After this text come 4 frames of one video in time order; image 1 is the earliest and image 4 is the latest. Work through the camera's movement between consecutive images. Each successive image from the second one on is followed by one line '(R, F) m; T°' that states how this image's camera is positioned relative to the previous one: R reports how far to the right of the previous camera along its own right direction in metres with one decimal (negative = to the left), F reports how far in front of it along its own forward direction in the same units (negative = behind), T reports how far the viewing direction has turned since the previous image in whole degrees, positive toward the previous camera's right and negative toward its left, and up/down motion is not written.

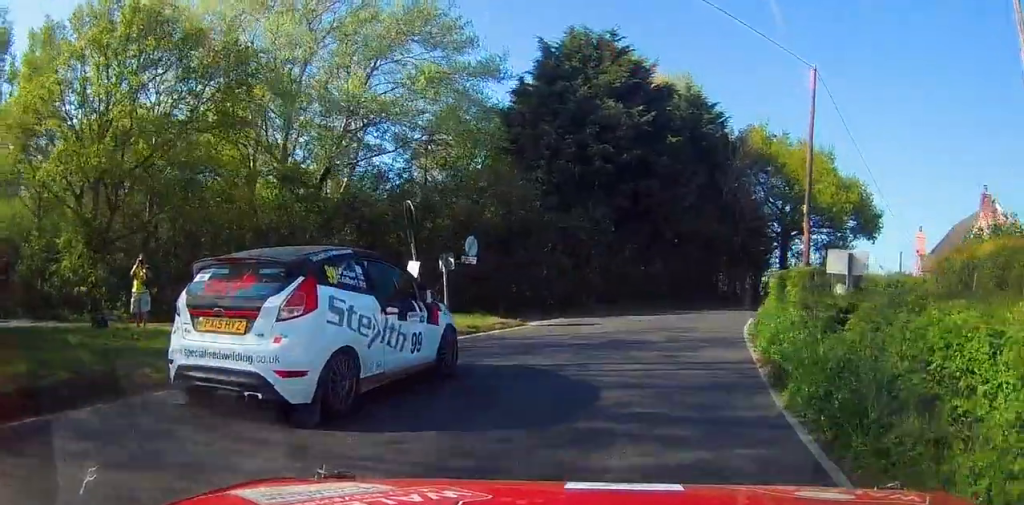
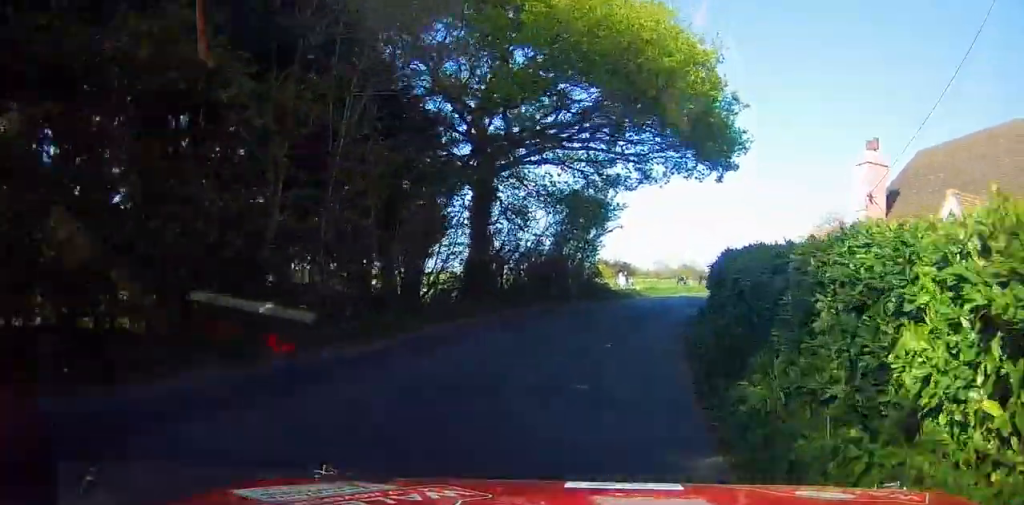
(+5.1, +25.0) m; +22°
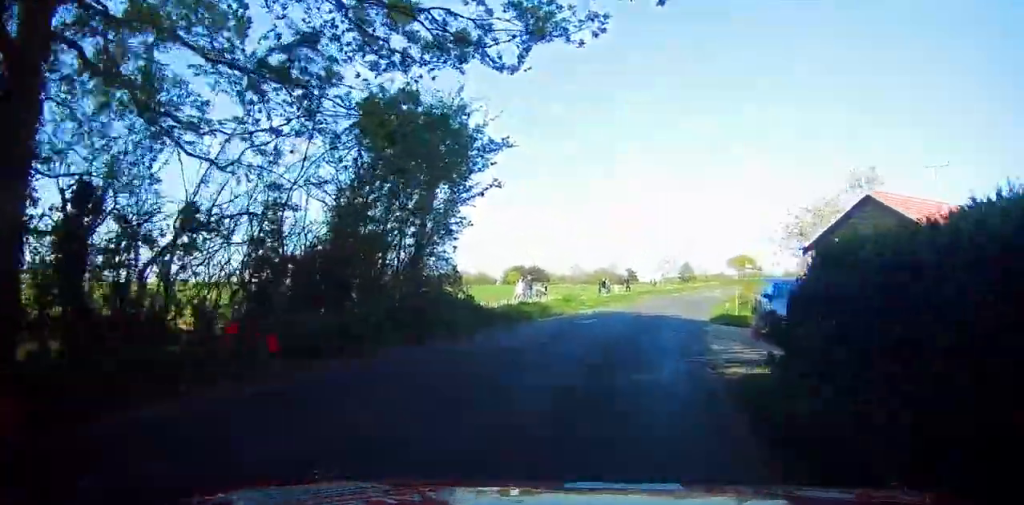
(+1.1, +14.9) m; +8°
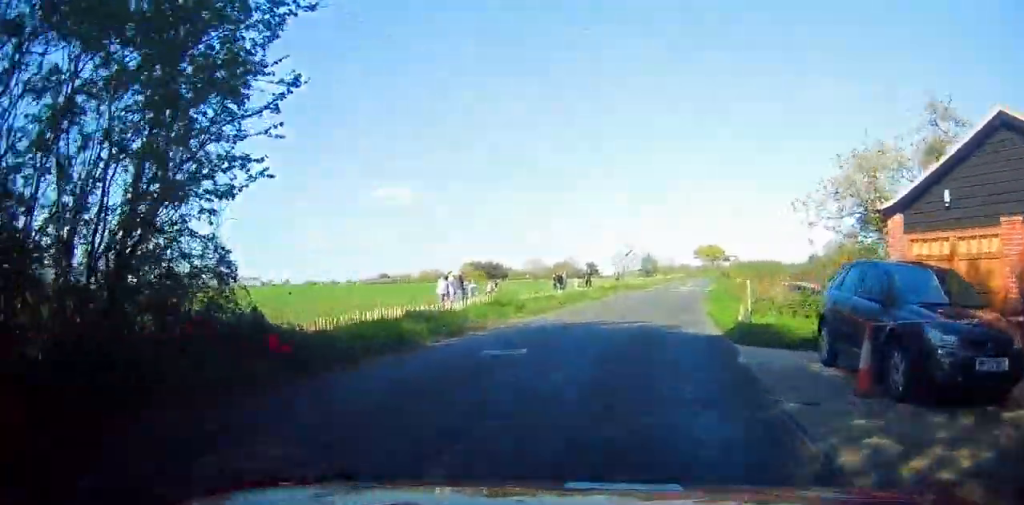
(0.0, +8.0) m; +4°
